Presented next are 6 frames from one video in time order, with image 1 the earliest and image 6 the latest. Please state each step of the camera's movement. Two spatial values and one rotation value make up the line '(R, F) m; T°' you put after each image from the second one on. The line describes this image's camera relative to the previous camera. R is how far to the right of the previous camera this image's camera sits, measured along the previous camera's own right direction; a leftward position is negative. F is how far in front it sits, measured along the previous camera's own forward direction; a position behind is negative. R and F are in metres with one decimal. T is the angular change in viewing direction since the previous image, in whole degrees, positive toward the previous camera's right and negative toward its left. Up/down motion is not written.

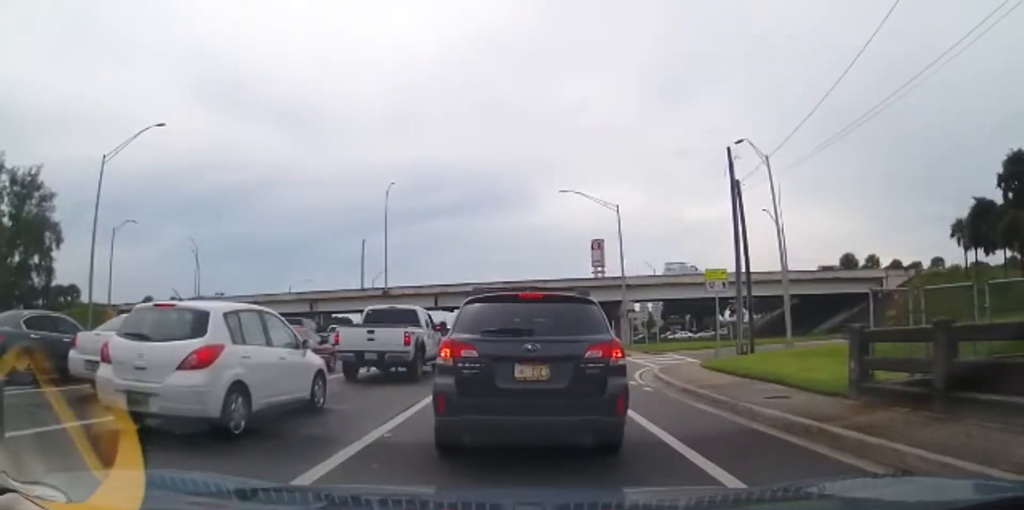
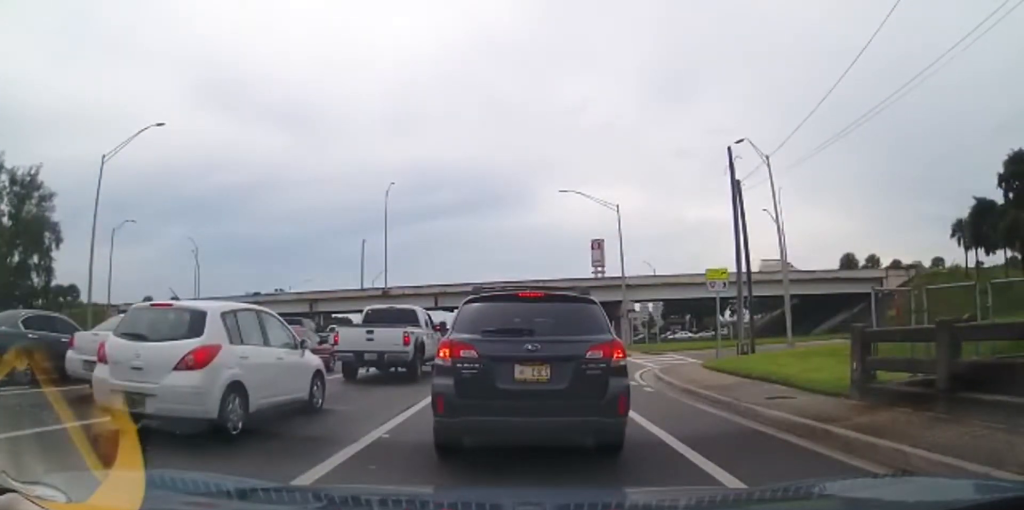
(0.0, 0.0) m; 0°
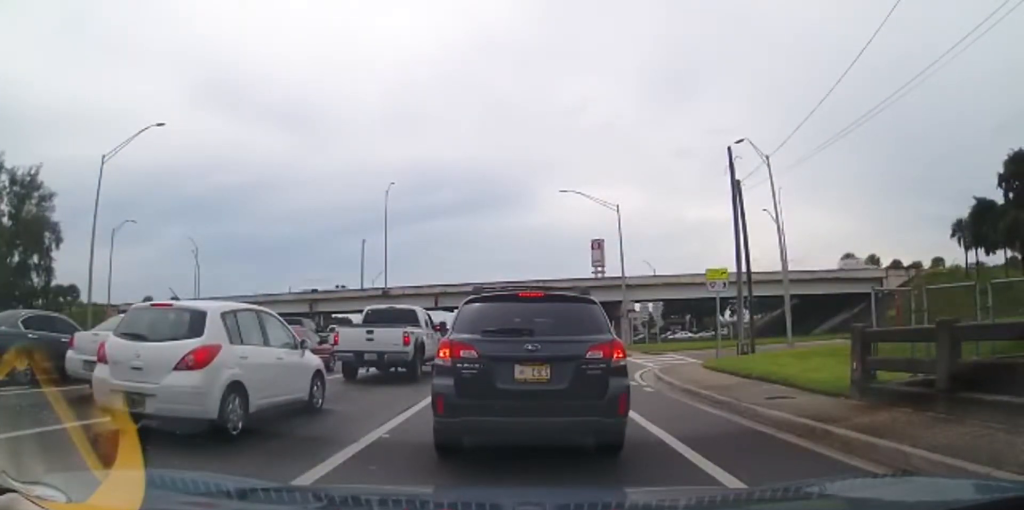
(0.0, 0.0) m; 0°
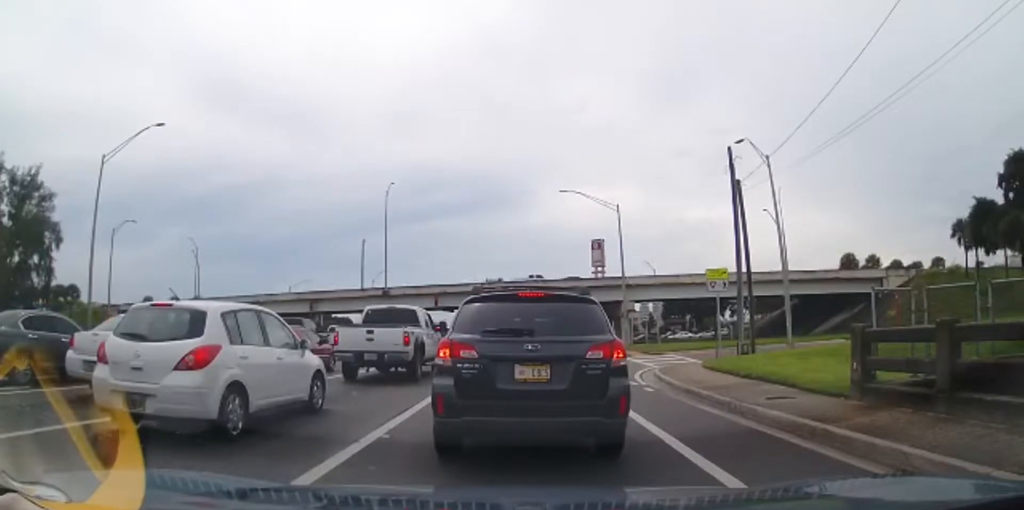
(0.0, 0.0) m; 0°
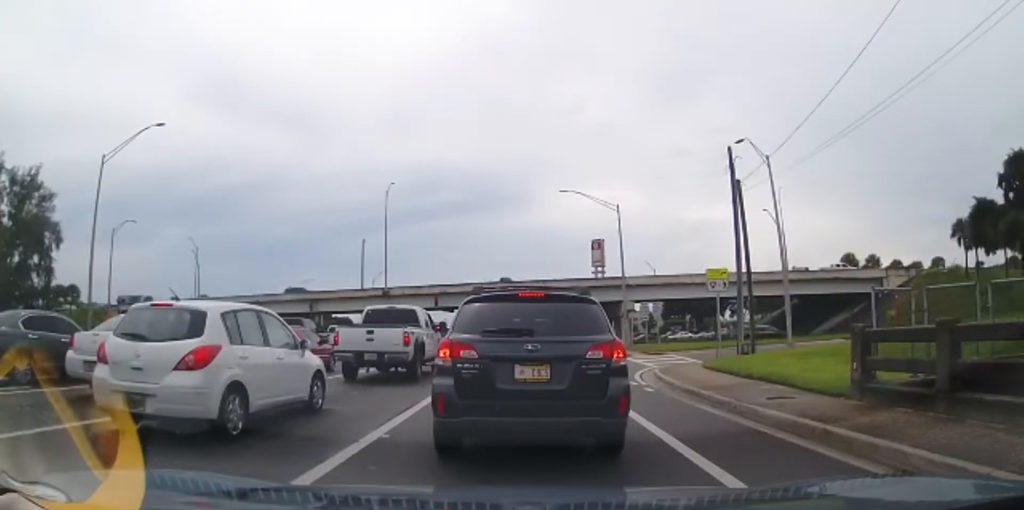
(0.0, 0.0) m; 0°
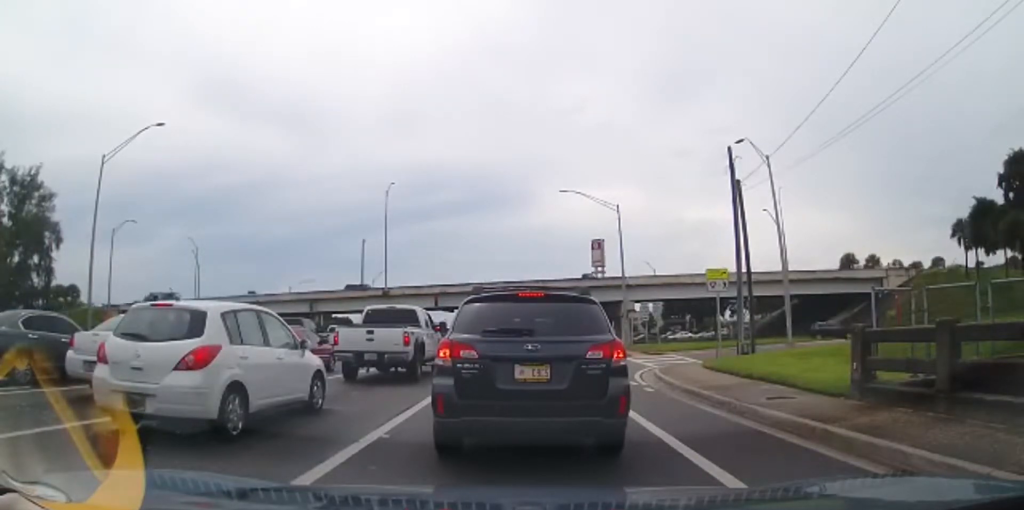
(0.0, 0.0) m; 0°
